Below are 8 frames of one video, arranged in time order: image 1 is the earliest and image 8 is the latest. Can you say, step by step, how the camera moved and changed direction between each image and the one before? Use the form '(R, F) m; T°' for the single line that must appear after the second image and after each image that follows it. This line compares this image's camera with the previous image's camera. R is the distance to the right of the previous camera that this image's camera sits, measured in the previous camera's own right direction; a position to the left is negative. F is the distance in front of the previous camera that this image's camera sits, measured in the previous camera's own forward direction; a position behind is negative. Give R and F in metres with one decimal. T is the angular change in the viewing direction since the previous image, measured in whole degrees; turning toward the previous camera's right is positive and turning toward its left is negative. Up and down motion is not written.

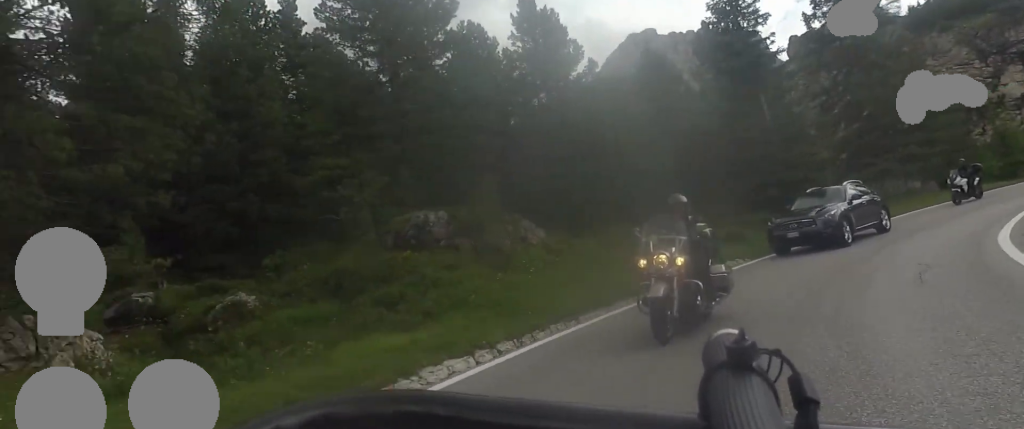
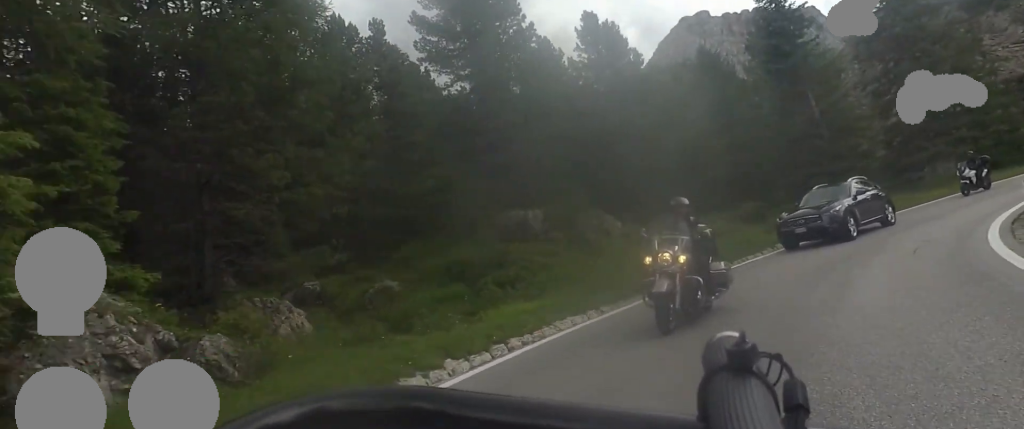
(+0.1, +3.4) m; -7°
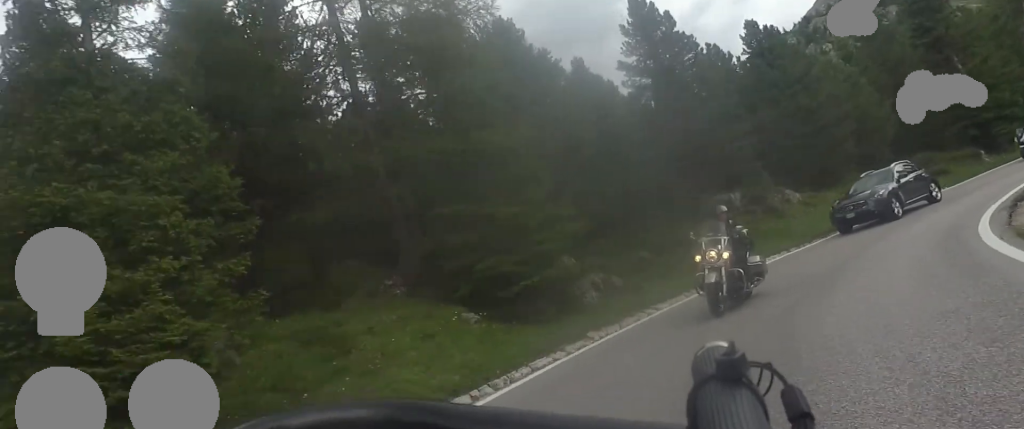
(-1.7, +9.0) m; -14°
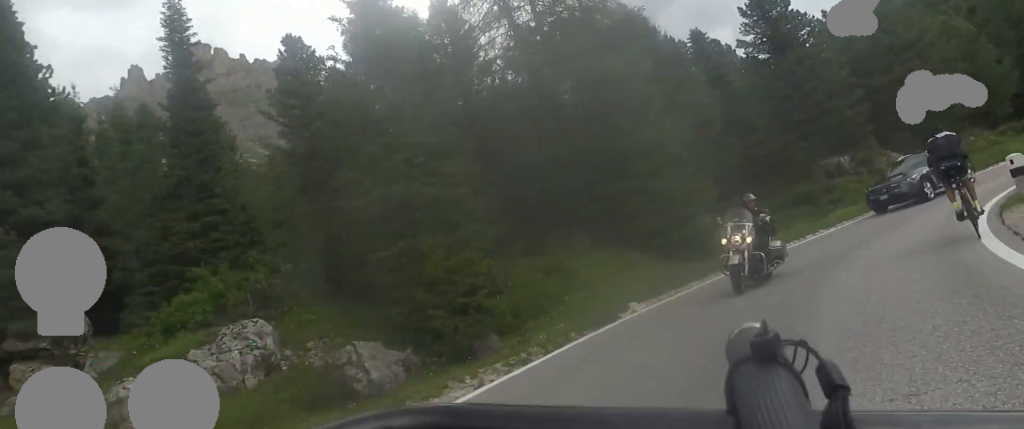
(-0.4, +6.0) m; -5°
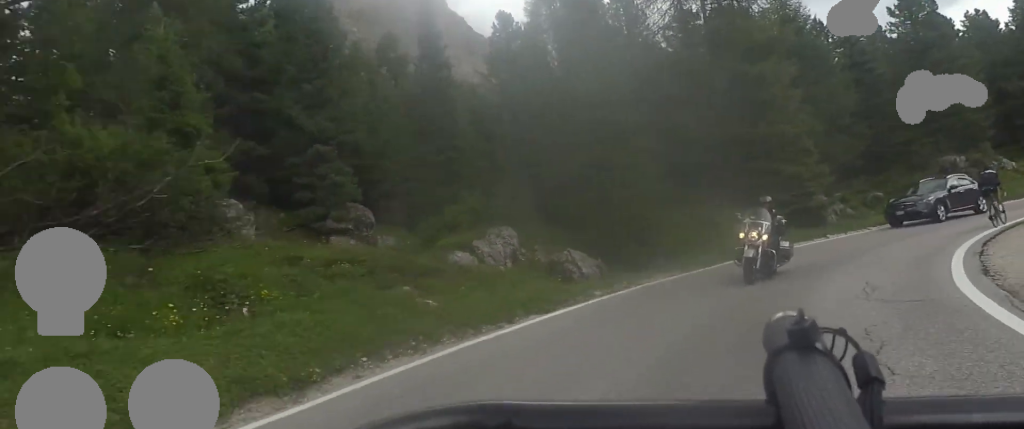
(+0.1, +8.0) m; -3°
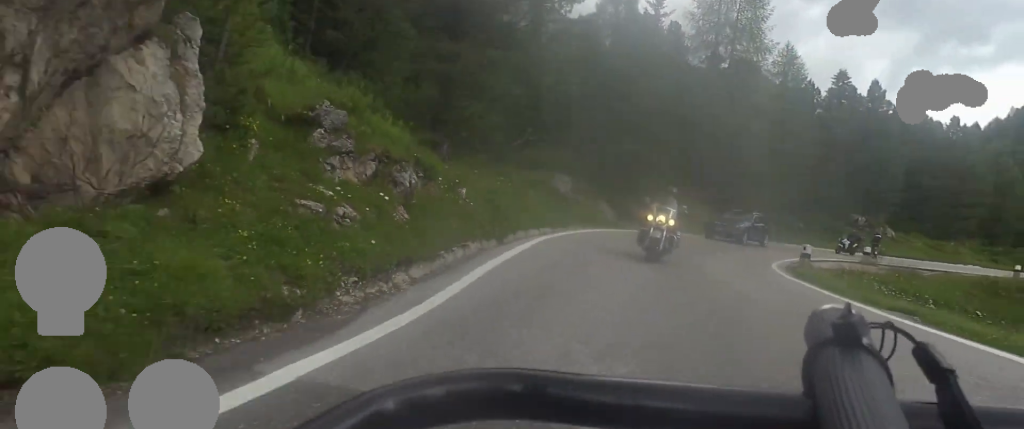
(-1.1, +14.7) m; -1°
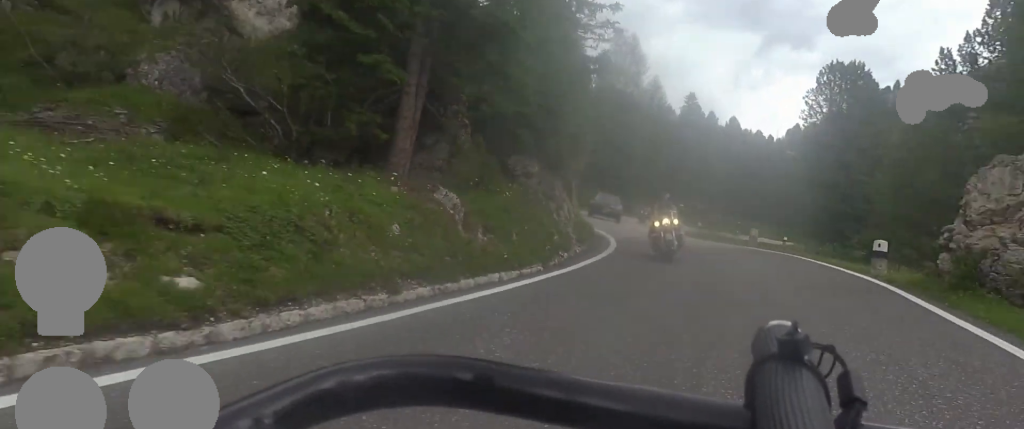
(+2.6, +19.5) m; +13°
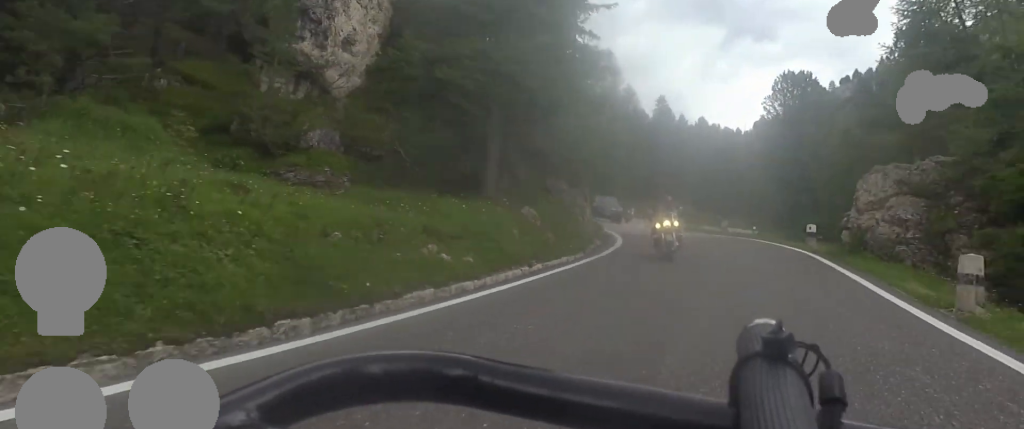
(0.0, +5.9) m; 0°
